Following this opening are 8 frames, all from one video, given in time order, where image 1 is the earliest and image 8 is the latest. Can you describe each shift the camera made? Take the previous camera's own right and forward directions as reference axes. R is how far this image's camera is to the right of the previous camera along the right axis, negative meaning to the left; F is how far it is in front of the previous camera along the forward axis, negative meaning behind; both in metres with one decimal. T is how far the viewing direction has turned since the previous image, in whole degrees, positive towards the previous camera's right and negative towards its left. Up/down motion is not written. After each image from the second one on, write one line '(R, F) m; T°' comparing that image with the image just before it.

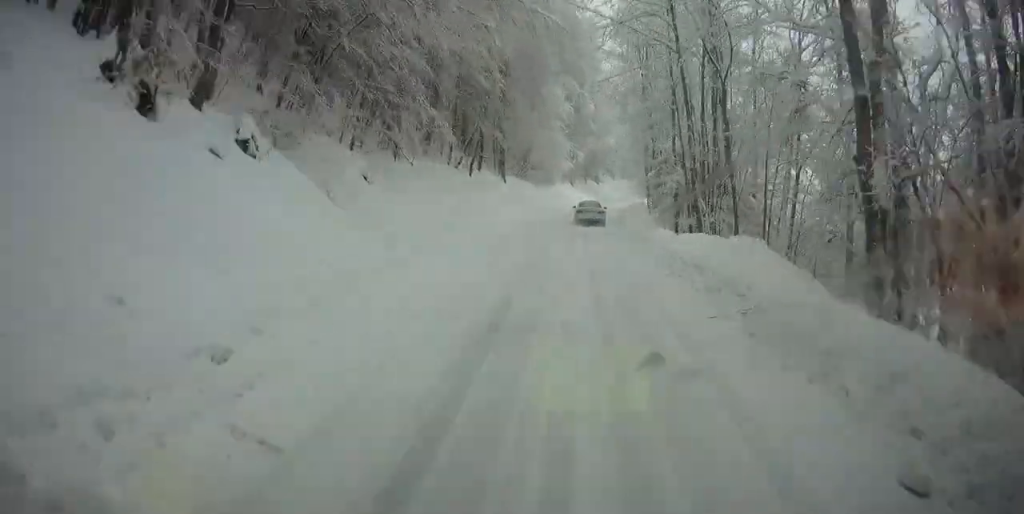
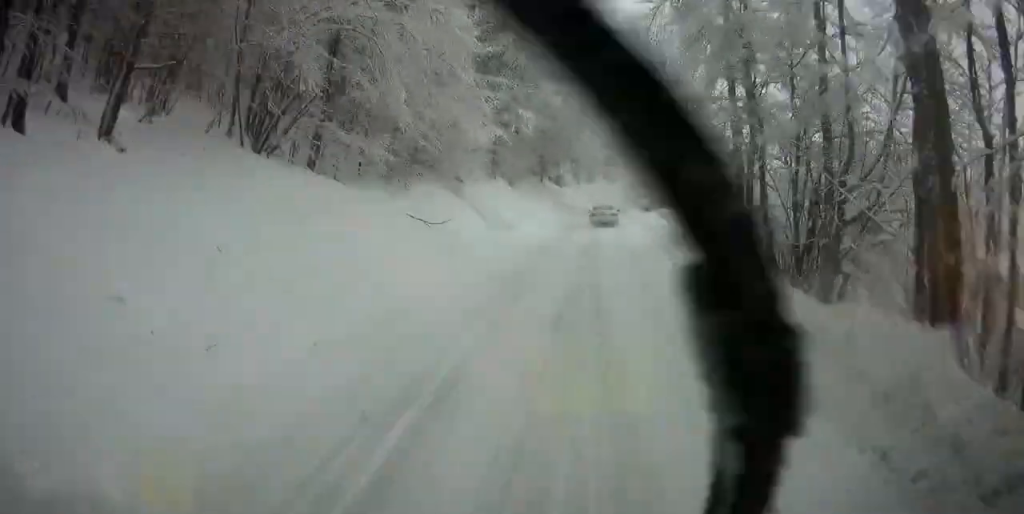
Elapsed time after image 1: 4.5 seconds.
(+1.9, +52.4) m; +4°
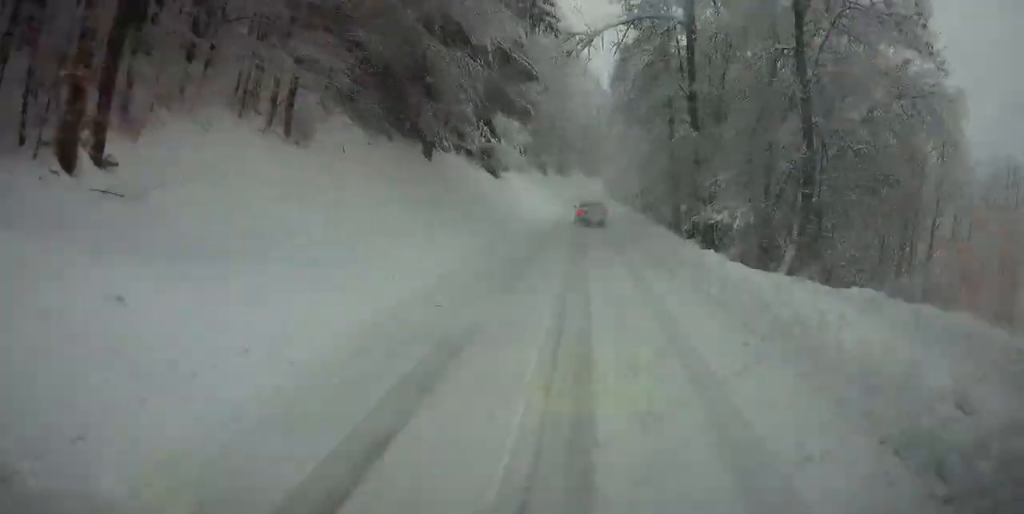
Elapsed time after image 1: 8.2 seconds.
(+1.0, +44.7) m; 0°
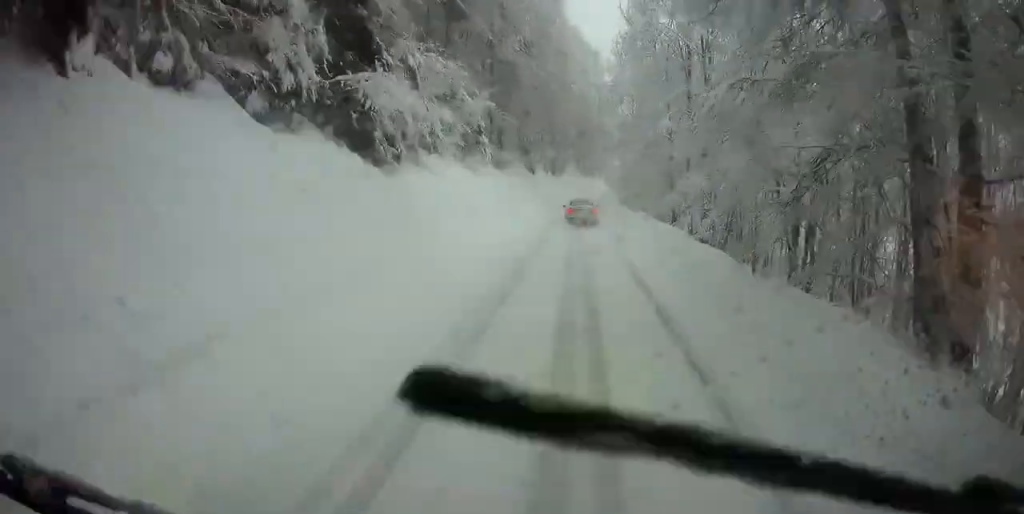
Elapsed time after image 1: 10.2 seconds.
(-0.5, +25.7) m; -1°
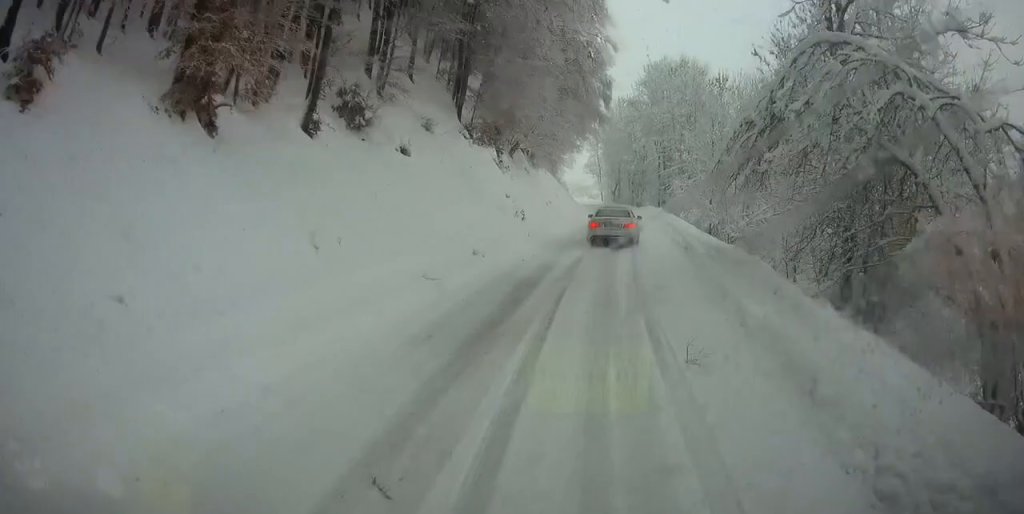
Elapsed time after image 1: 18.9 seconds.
(+4.0, +108.3) m; +4°
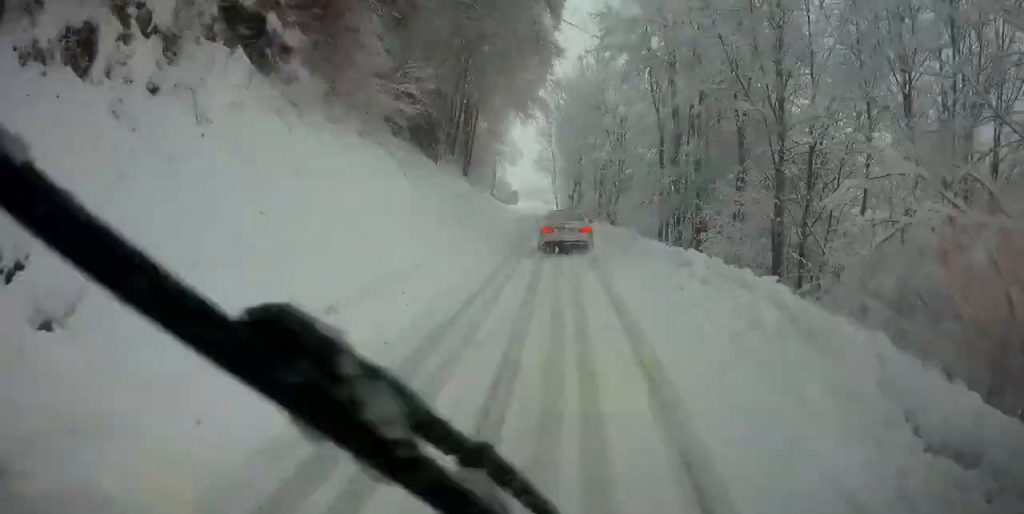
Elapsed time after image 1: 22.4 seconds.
(+0.5, +47.0) m; -3°
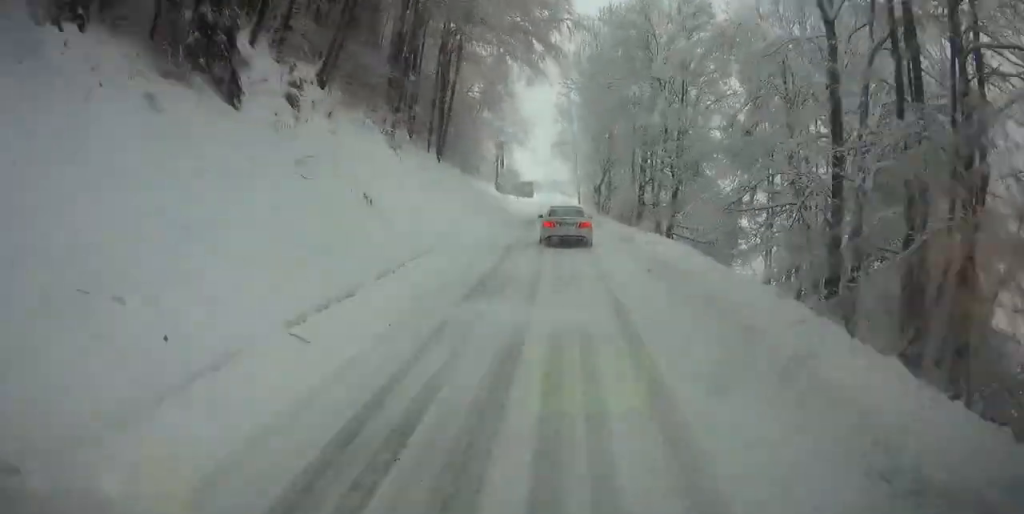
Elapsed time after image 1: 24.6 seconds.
(-1.7, +32.4) m; -1°
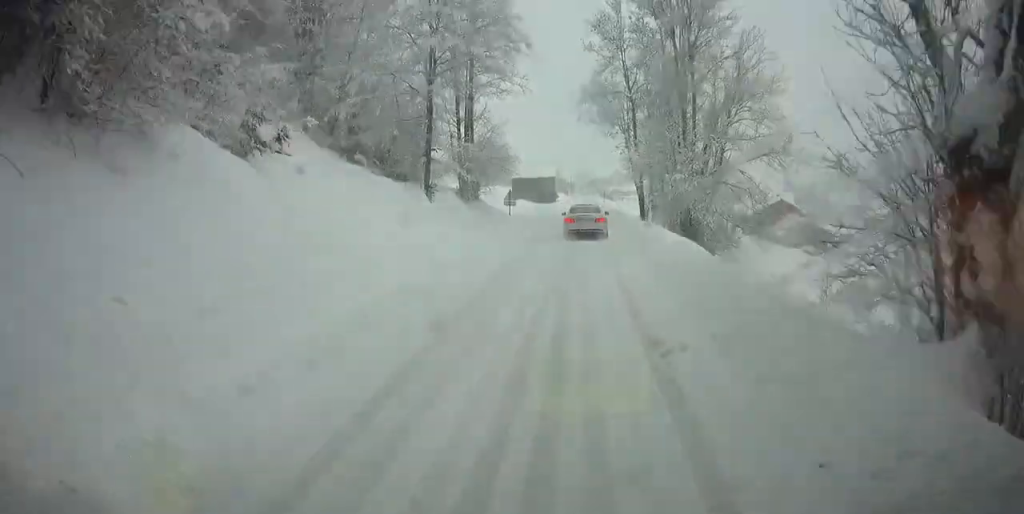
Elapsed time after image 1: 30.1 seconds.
(-0.2, +80.8) m; +2°
